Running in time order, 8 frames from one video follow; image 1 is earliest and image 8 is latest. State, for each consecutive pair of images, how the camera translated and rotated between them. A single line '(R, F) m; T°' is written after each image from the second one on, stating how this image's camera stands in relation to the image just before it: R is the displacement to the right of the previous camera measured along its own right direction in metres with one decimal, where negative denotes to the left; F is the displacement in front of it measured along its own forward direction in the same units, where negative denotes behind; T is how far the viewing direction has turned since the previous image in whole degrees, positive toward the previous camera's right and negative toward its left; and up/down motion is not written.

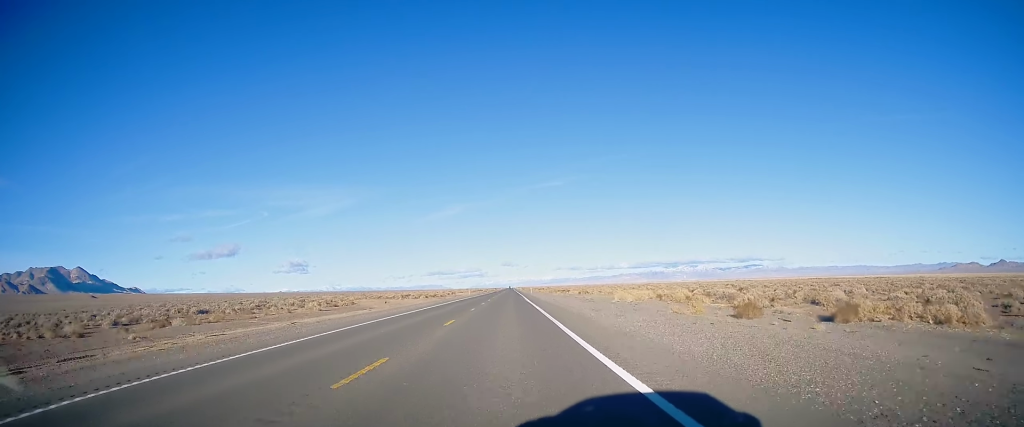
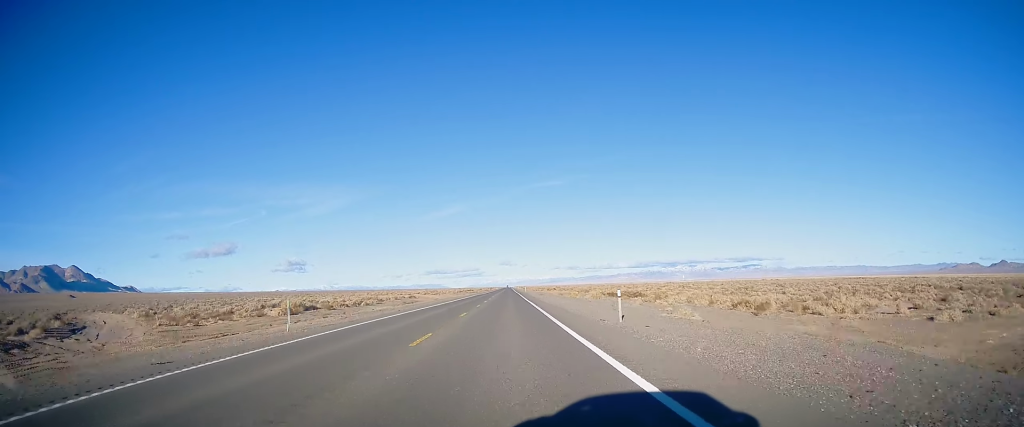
(+0.1, +91.9) m; 0°
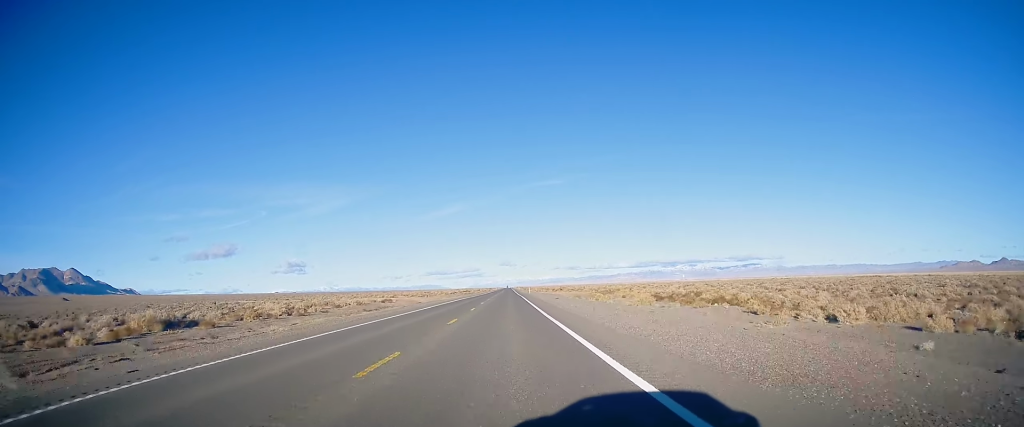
(-0.2, +28.9) m; 0°
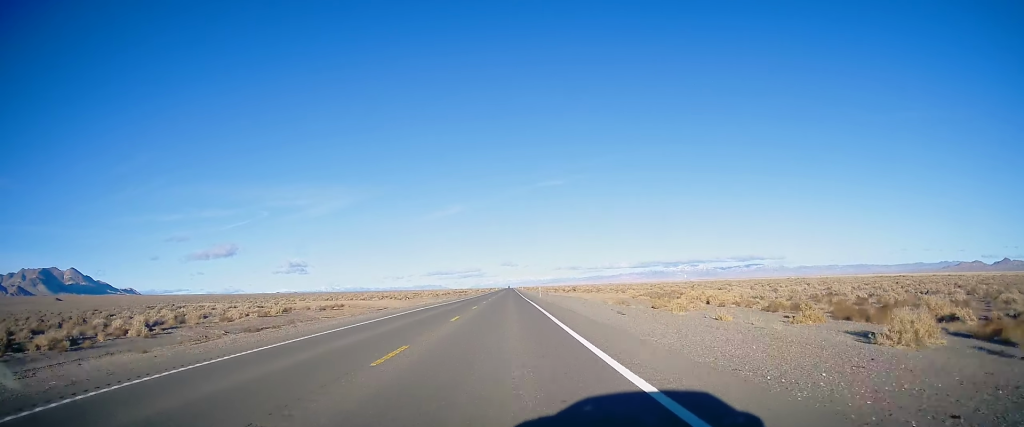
(+0.3, +35.6) m; 0°
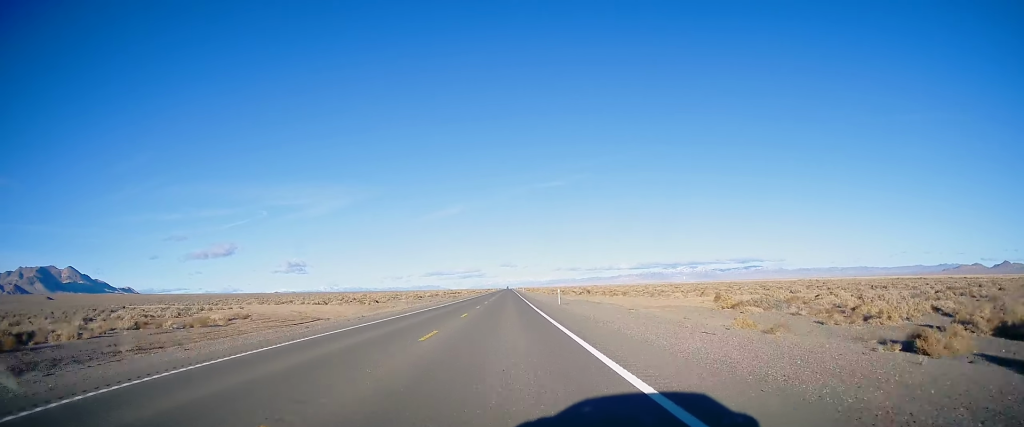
(-0.3, +31.7) m; 0°
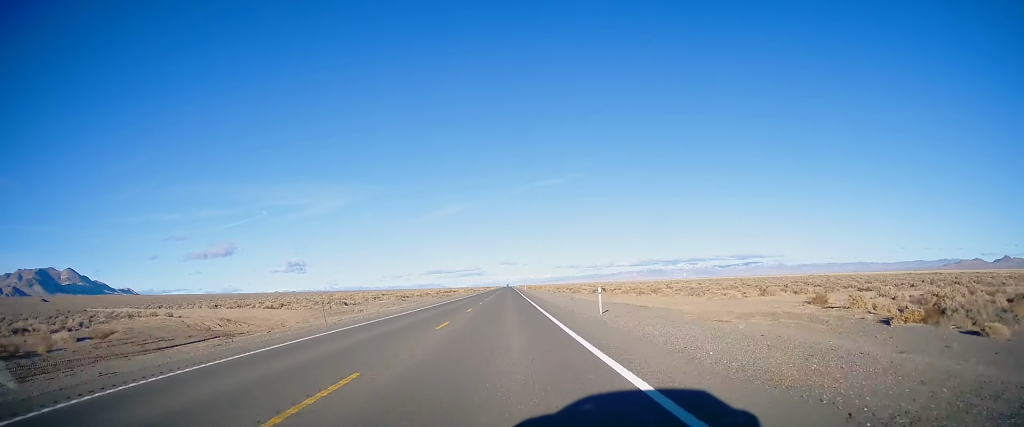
(-0.1, +21.1) m; 0°
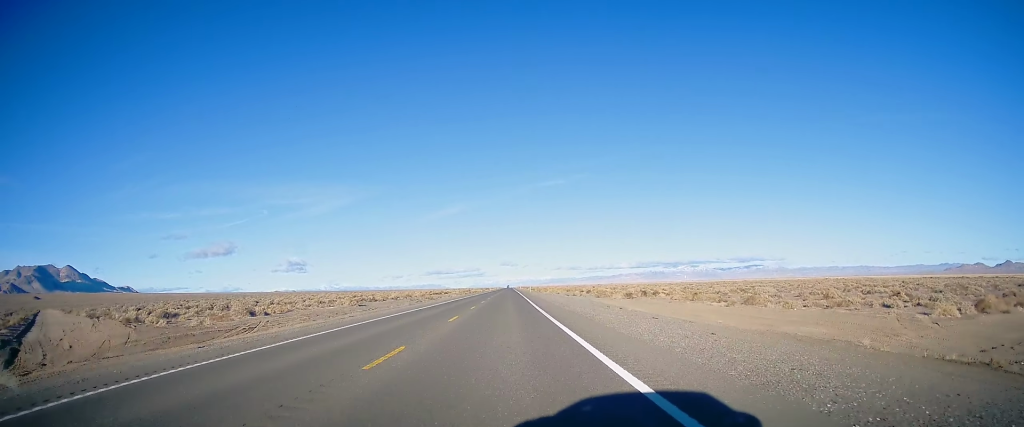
(0.0, +33.0) m; 0°
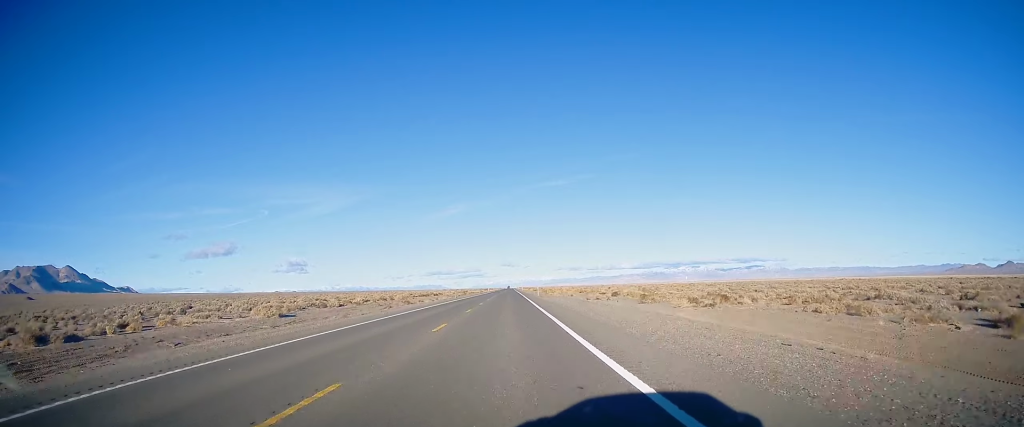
(+0.3, +29.2) m; 0°
